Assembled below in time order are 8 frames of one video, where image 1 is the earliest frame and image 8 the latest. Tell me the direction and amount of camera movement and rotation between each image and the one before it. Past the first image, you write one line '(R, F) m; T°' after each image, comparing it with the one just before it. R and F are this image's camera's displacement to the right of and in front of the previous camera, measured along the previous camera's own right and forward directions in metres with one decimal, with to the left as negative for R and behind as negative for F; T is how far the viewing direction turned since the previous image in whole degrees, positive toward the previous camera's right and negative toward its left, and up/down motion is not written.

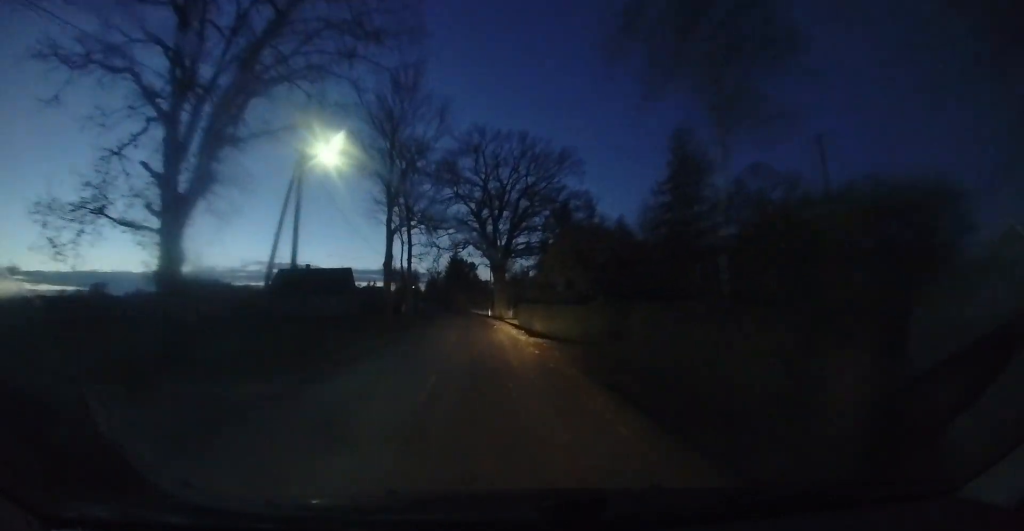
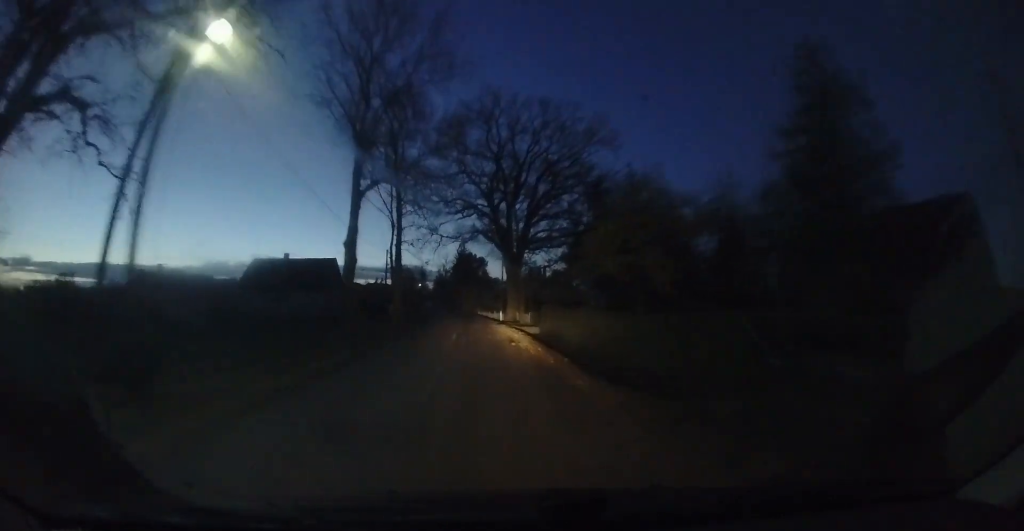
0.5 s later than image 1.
(-0.1, +7.8) m; -1°
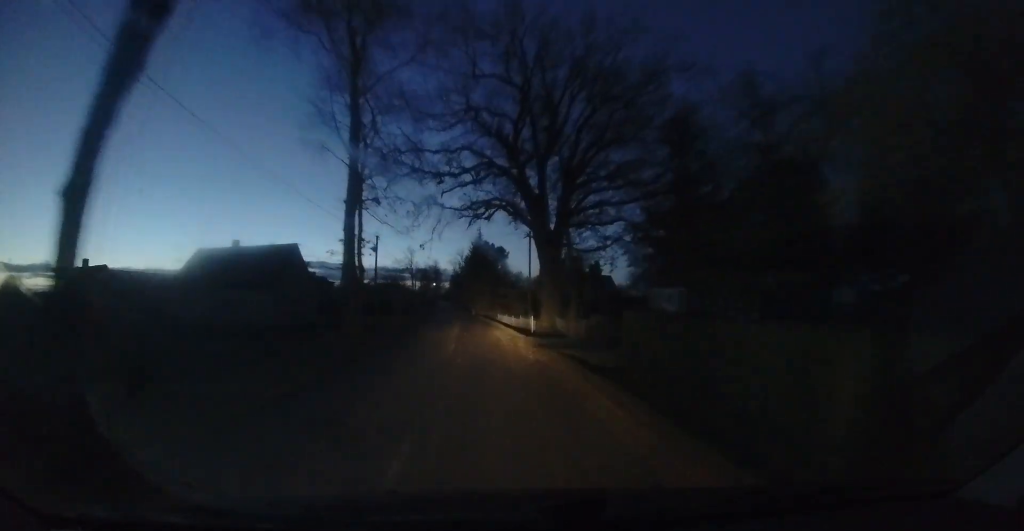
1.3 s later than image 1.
(-0.2, +11.7) m; -2°
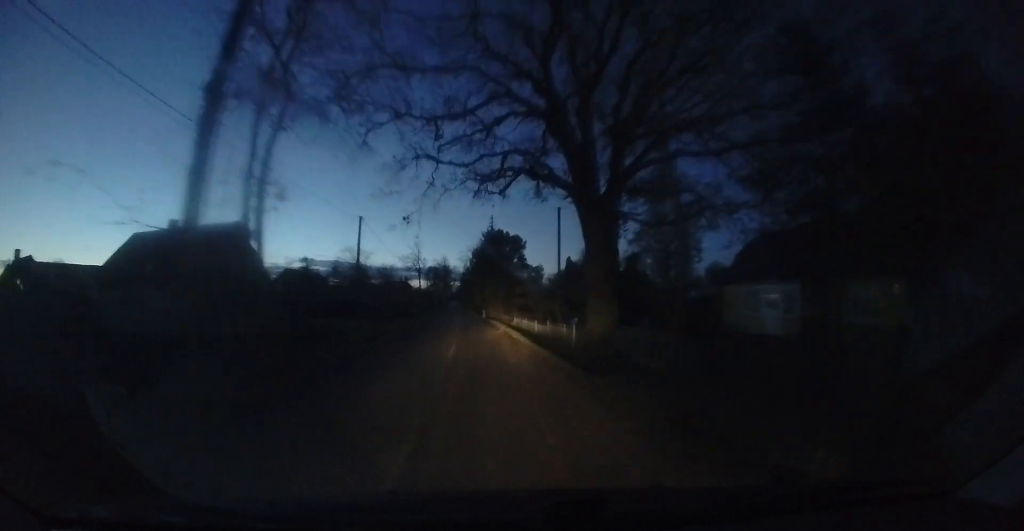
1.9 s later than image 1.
(-0.1, +8.3) m; -2°
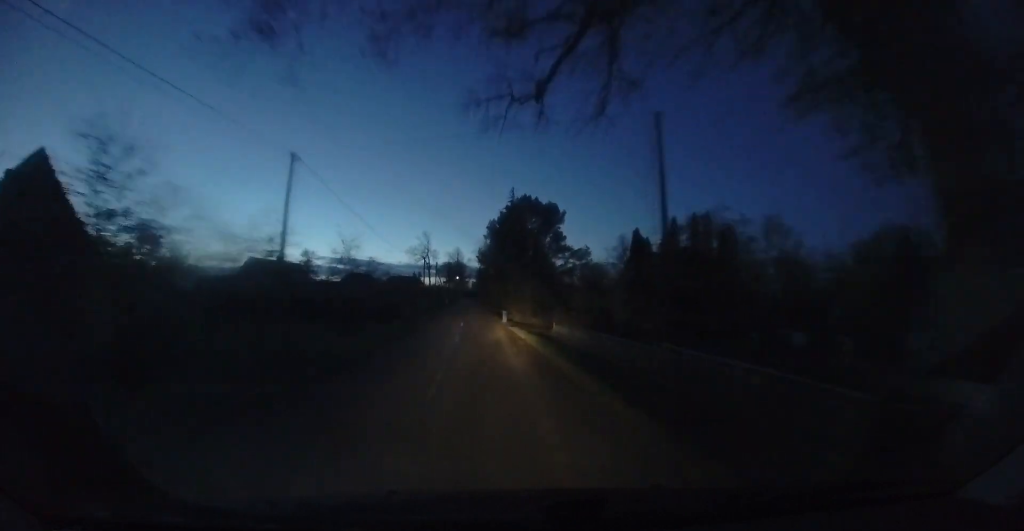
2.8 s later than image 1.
(-0.4, +12.9) m; -3°
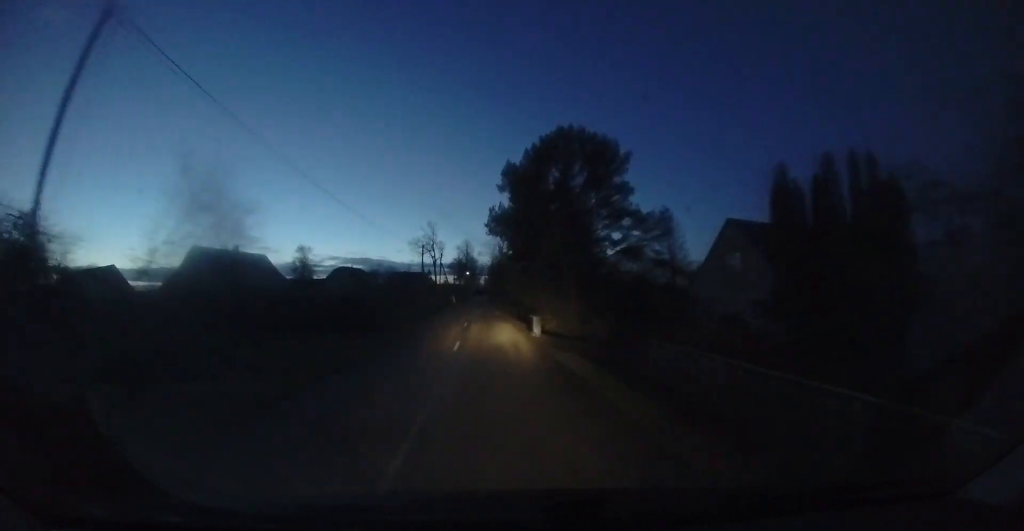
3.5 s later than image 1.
(-0.3, +11.5) m; -2°
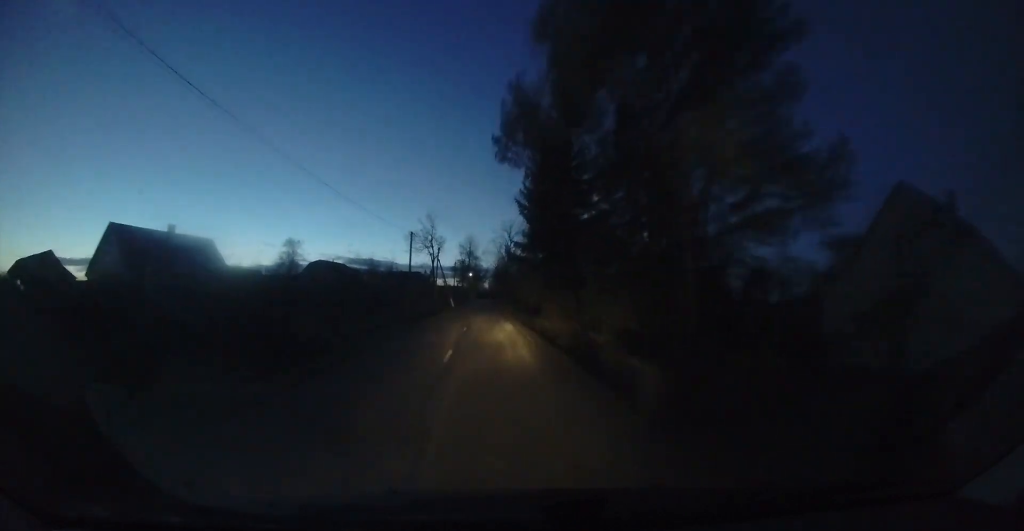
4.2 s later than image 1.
(-0.1, +10.0) m; -1°
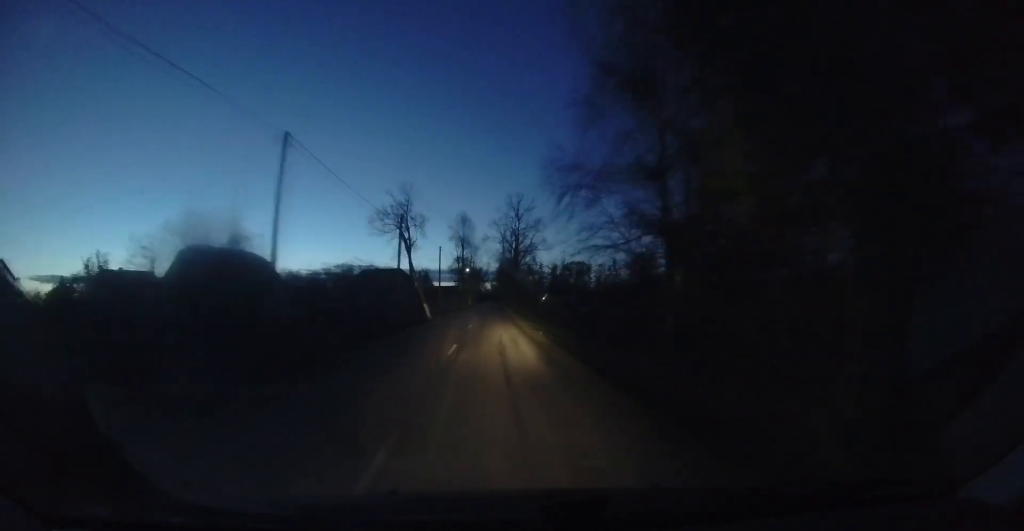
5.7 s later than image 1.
(-0.5, +23.1) m; -3°
